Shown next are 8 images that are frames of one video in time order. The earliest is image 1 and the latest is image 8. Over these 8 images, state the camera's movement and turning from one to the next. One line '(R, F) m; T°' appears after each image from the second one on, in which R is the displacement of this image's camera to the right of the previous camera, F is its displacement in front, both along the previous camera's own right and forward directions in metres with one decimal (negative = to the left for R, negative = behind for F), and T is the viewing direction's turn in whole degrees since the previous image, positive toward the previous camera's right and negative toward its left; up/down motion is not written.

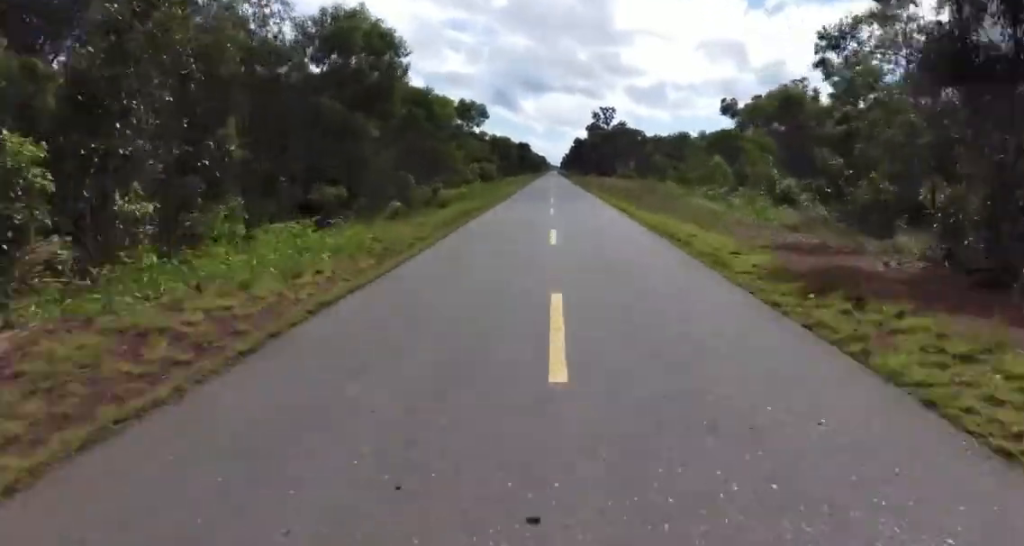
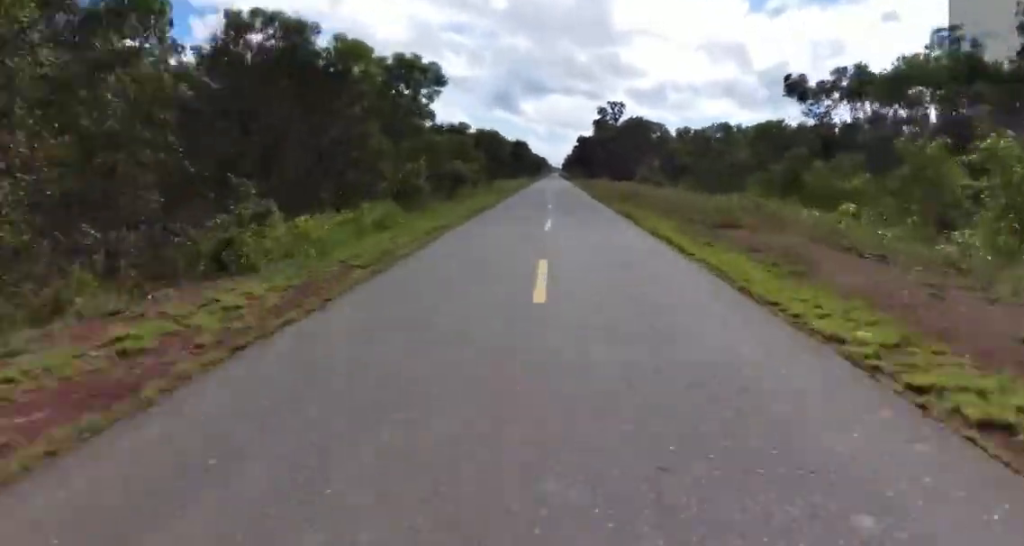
(+0.6, +22.0) m; 0°
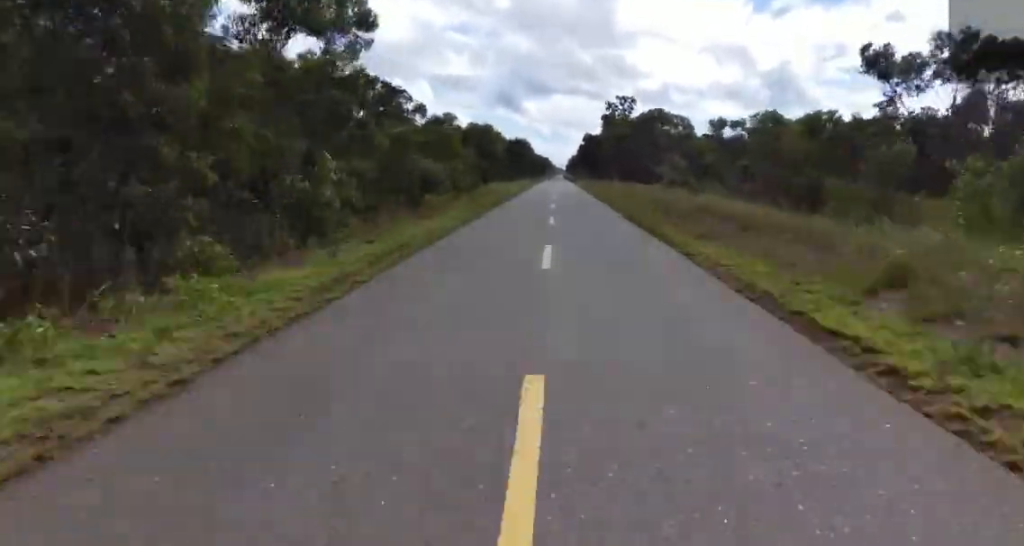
(-0.3, +12.3) m; -1°
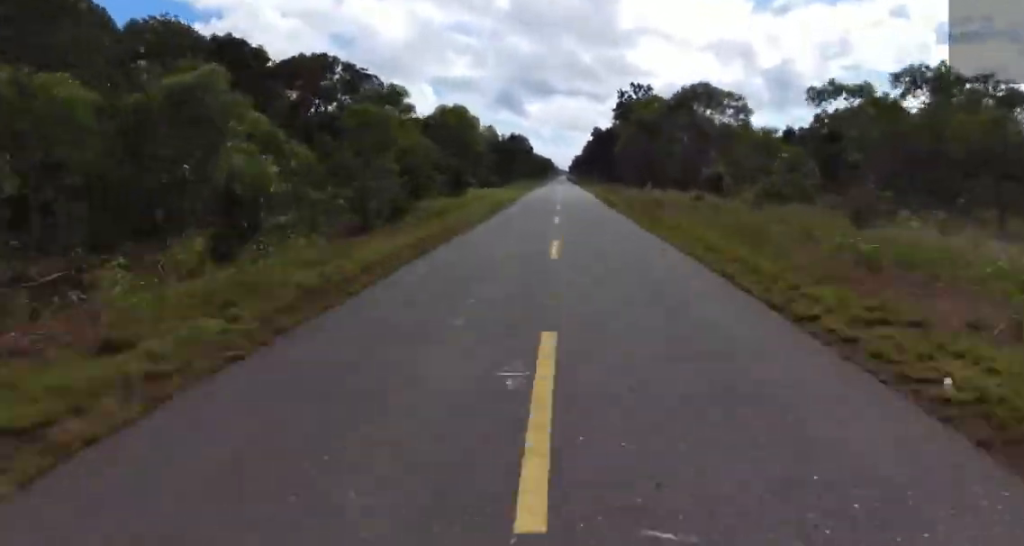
(-0.4, +22.8) m; -1°
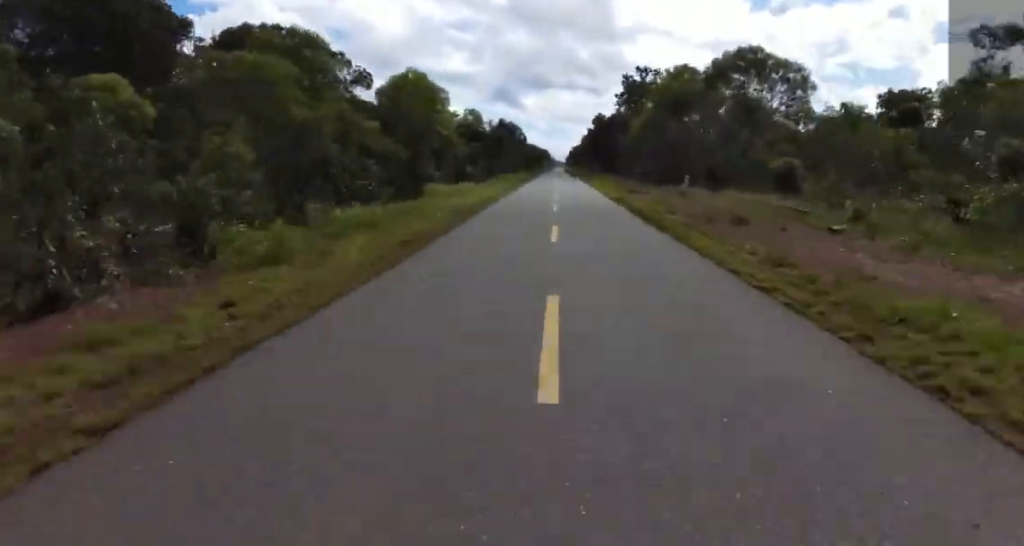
(-0.1, +15.3) m; 0°
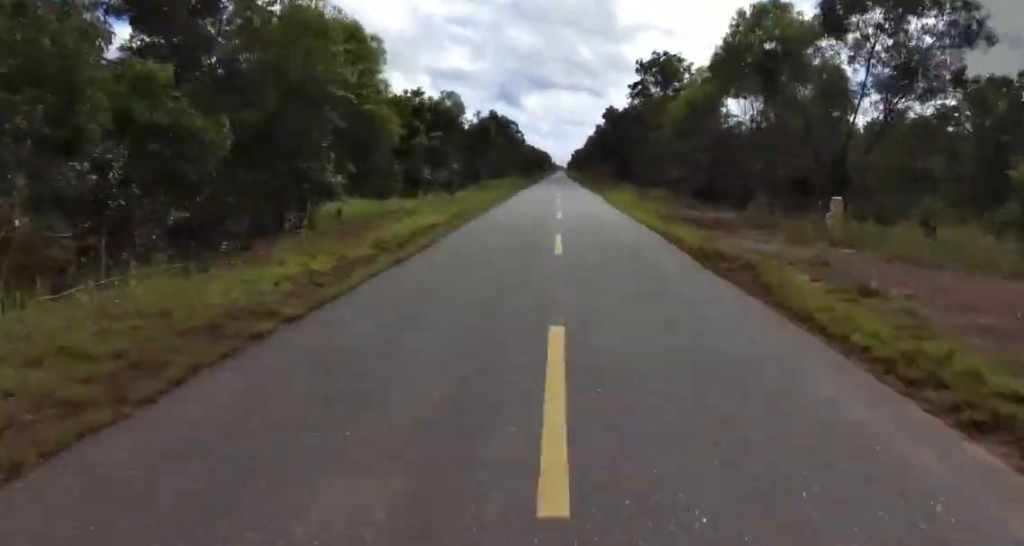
(-0.1, +17.4) m; 0°
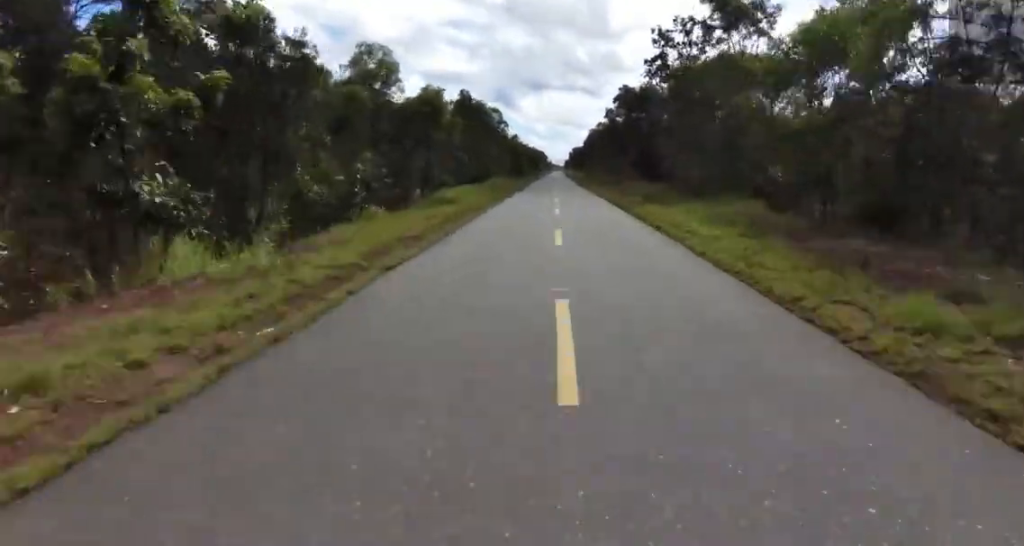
(0.0, +23.2) m; +1°
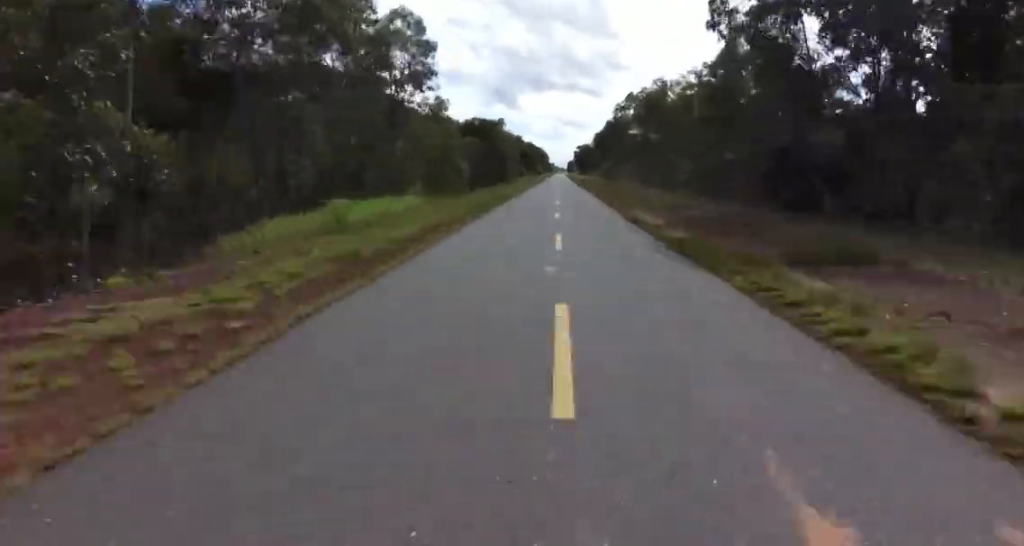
(+2.3, +48.1) m; +2°
